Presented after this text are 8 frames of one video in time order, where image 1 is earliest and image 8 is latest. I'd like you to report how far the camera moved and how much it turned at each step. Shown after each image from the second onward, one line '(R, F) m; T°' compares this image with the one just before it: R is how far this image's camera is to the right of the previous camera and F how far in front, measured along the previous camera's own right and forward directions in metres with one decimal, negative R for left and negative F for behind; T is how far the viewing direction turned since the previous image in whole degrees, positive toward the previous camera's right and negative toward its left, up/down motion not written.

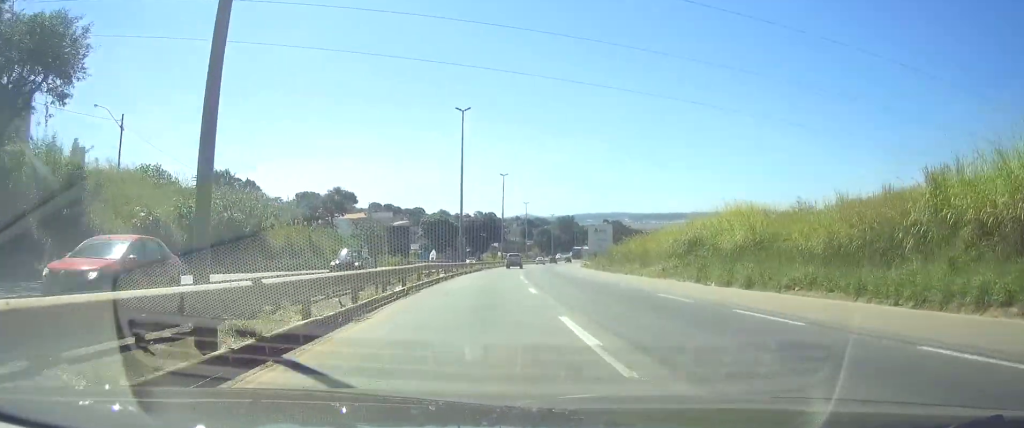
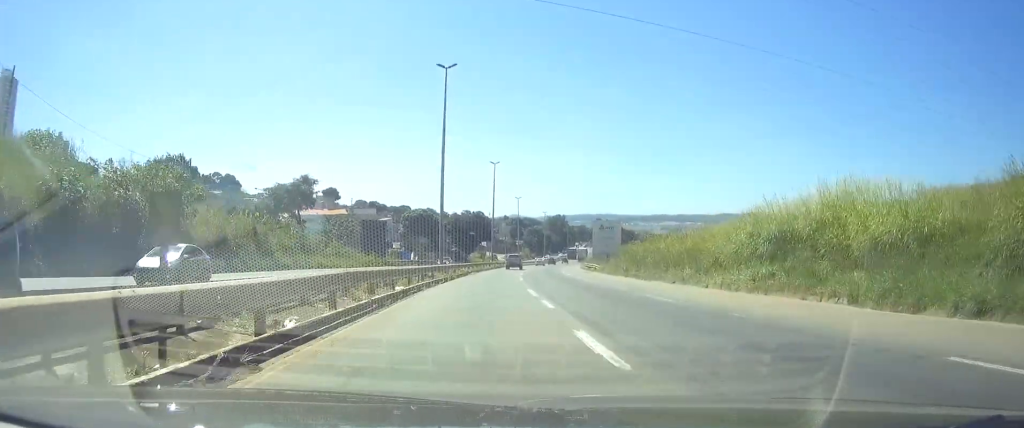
(+0.2, +14.3) m; +1°
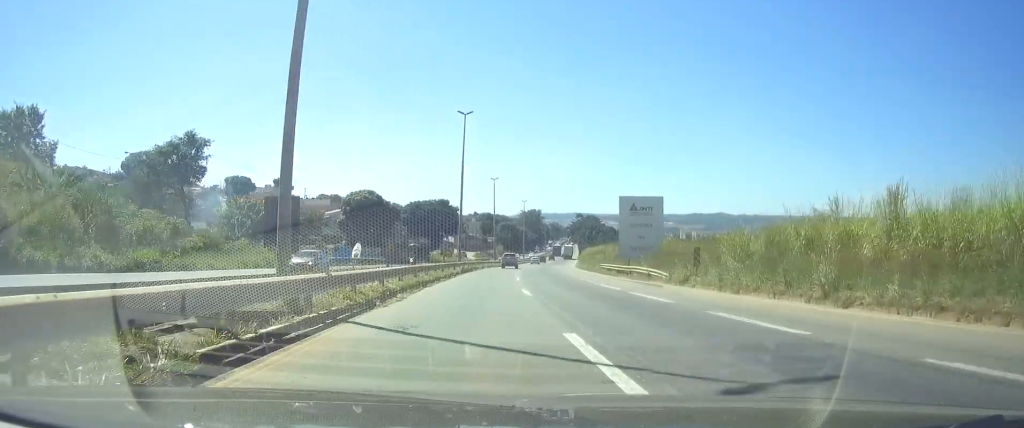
(+0.6, +32.8) m; +2°
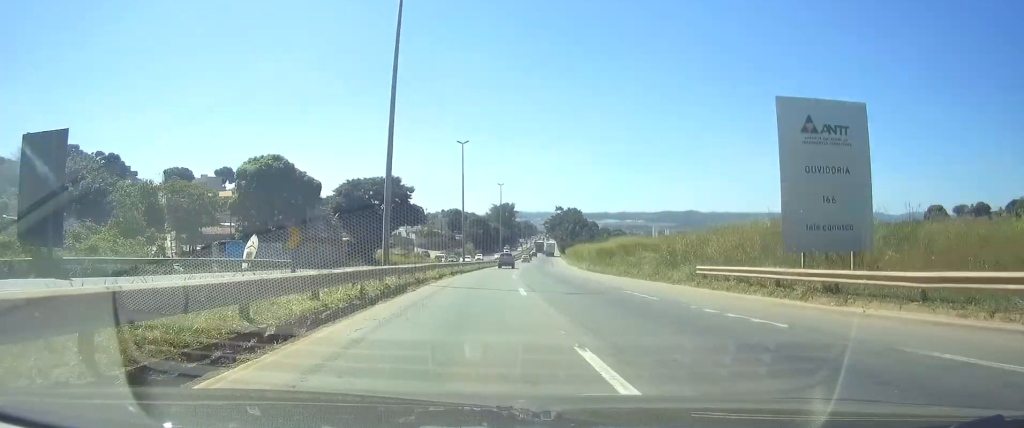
(+0.7, +34.7) m; +2°
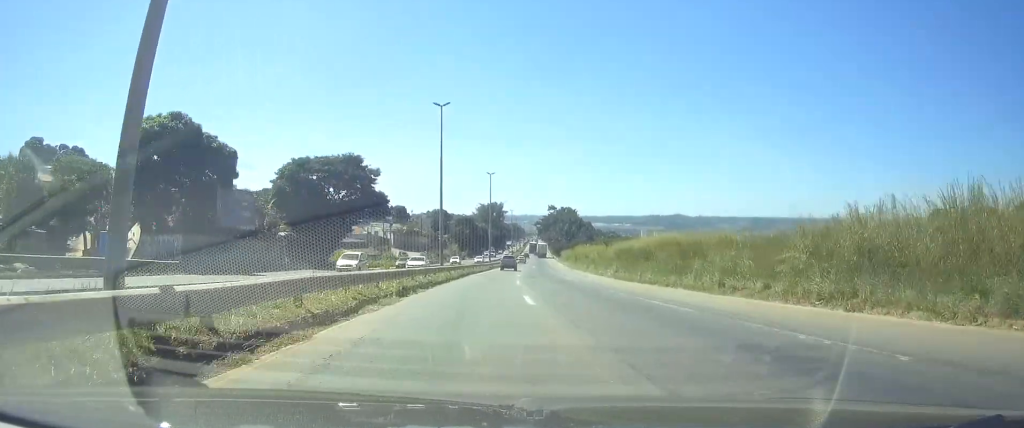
(+0.1, +21.2) m; +1°
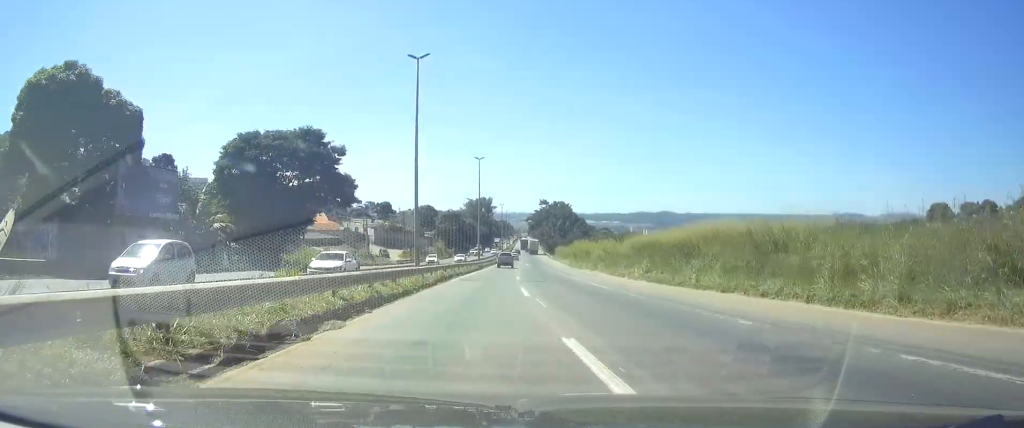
(+0.2, +13.2) m; +1°
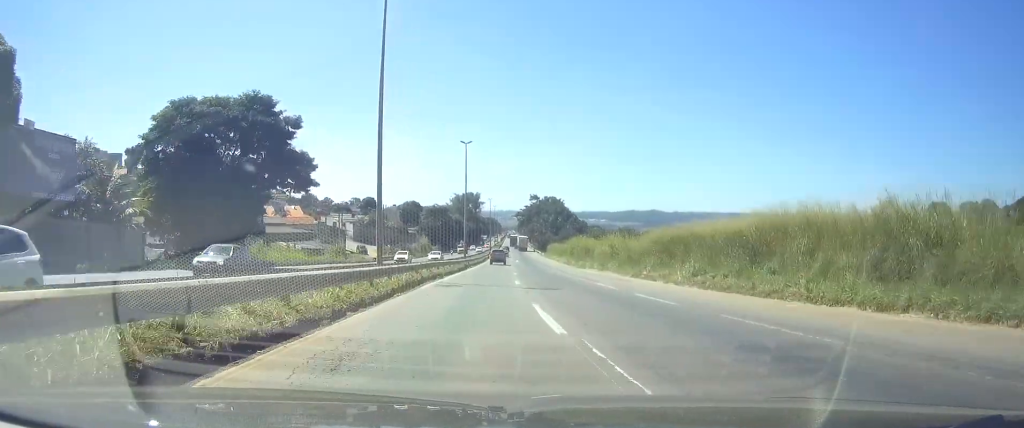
(-0.1, +11.5) m; +1°
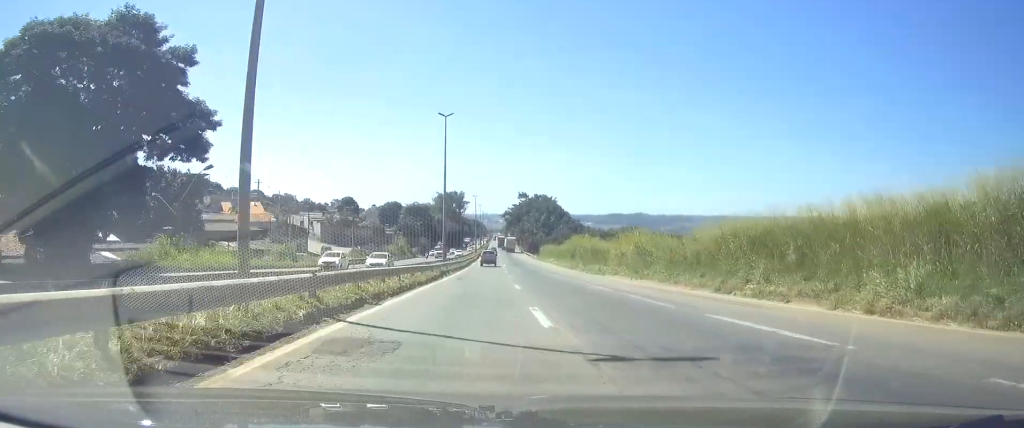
(+0.4, +17.4) m; +1°
